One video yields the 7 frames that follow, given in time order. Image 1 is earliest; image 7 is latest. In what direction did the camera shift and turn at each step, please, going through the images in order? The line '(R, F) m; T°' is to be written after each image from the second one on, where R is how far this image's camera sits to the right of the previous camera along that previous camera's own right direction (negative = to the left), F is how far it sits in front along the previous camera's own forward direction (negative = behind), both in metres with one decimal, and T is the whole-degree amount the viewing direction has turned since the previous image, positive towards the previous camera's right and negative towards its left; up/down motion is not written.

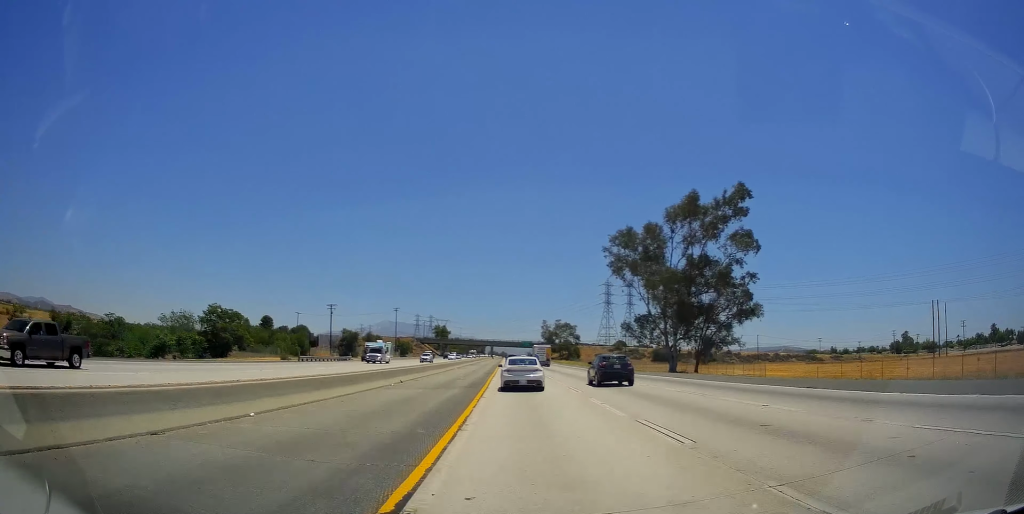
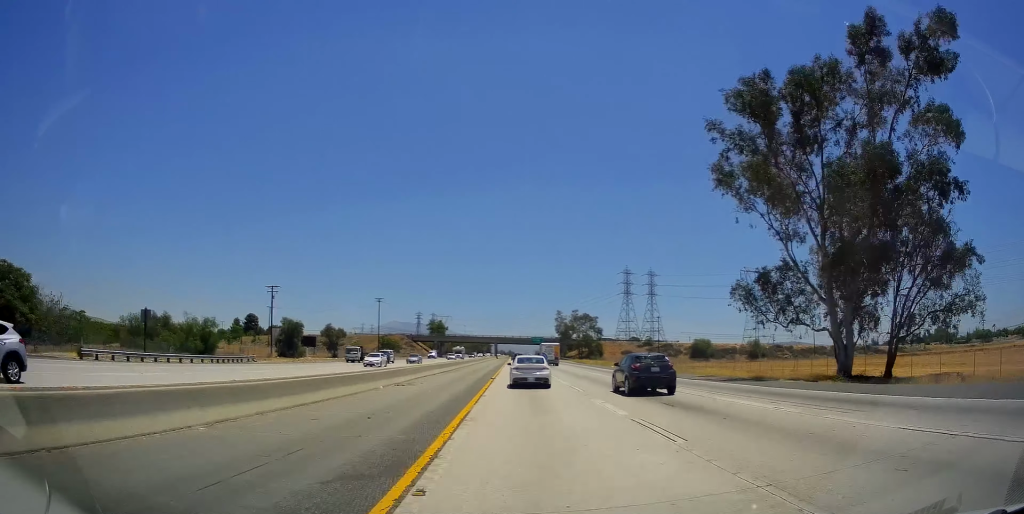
(-0.3, +44.0) m; -1°
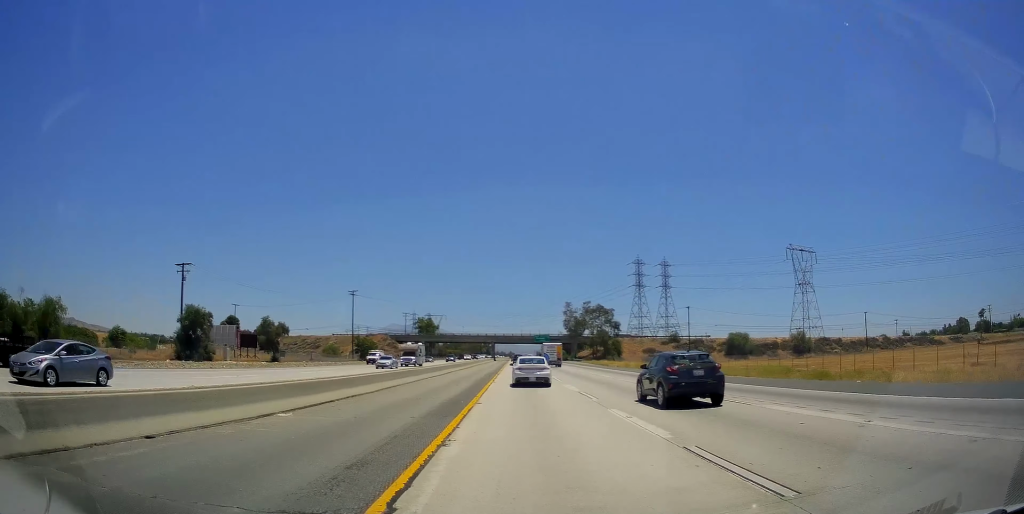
(-0.6, +34.4) m; -1°
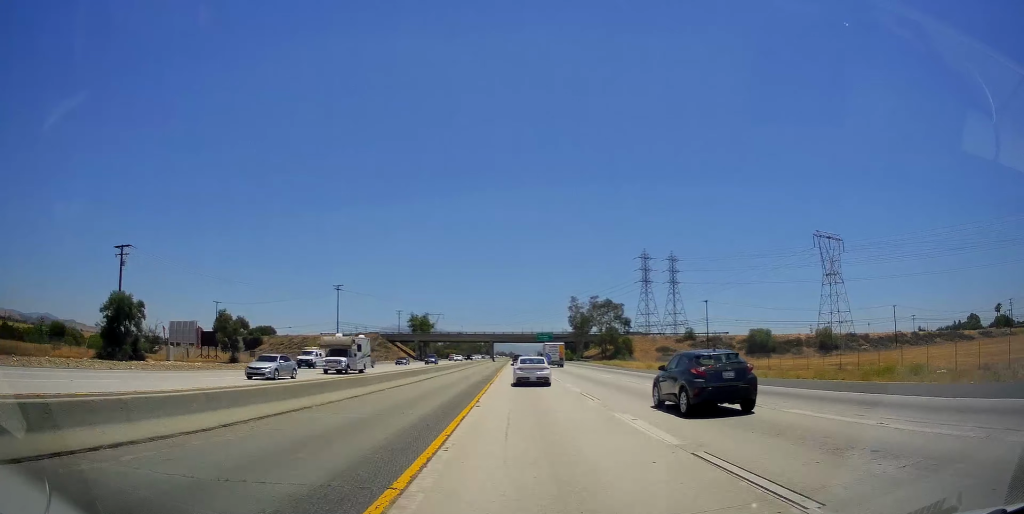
(0.0, +14.9) m; 0°
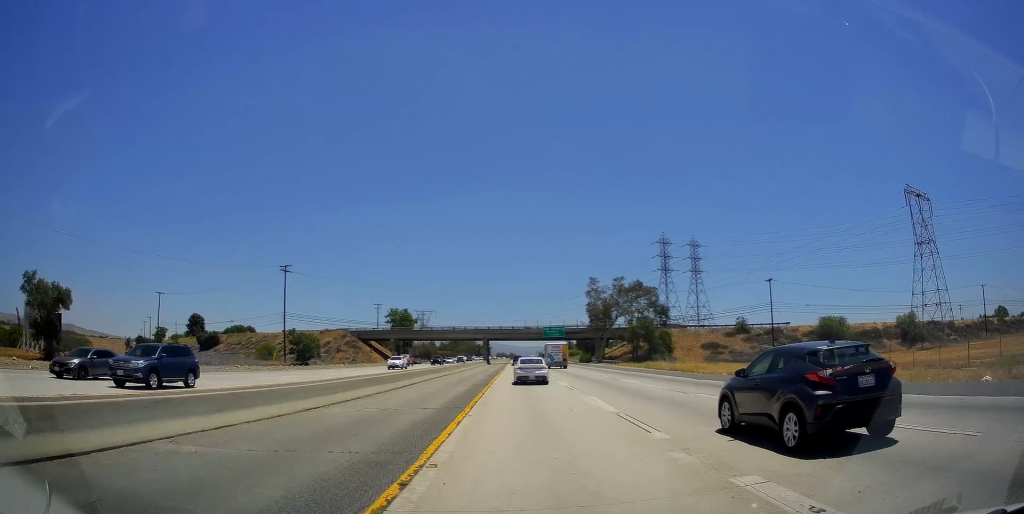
(-0.1, +37.1) m; 0°
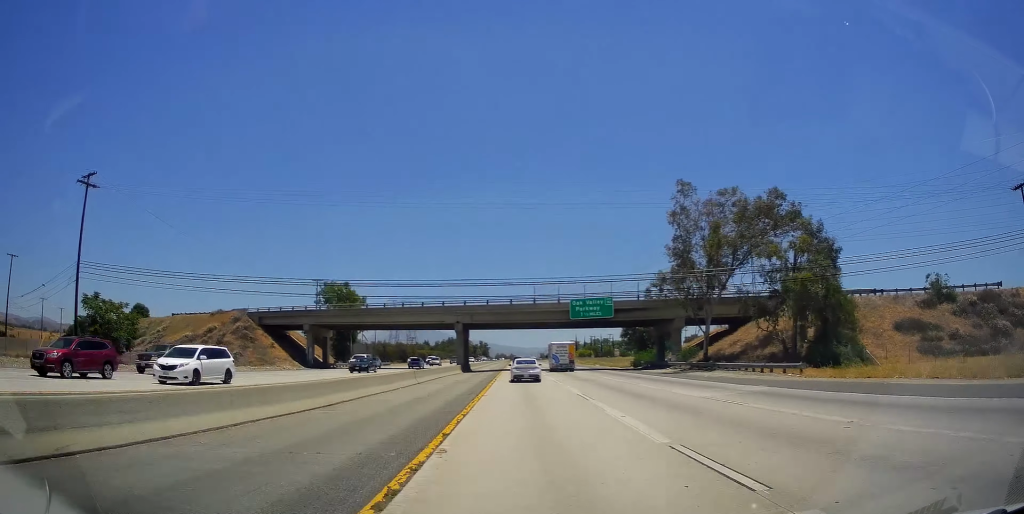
(+0.1, +61.4) m; 0°
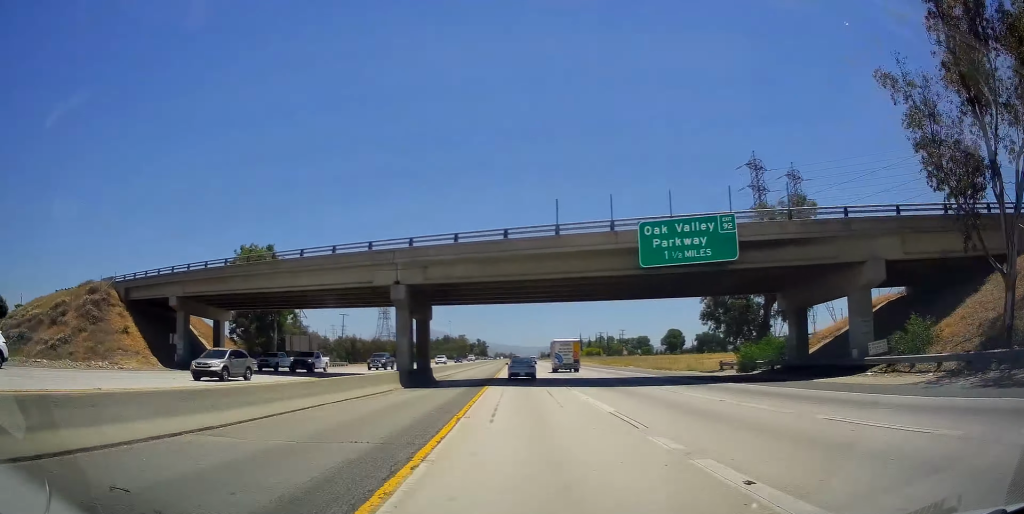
(+0.2, +39.5) m; 0°
